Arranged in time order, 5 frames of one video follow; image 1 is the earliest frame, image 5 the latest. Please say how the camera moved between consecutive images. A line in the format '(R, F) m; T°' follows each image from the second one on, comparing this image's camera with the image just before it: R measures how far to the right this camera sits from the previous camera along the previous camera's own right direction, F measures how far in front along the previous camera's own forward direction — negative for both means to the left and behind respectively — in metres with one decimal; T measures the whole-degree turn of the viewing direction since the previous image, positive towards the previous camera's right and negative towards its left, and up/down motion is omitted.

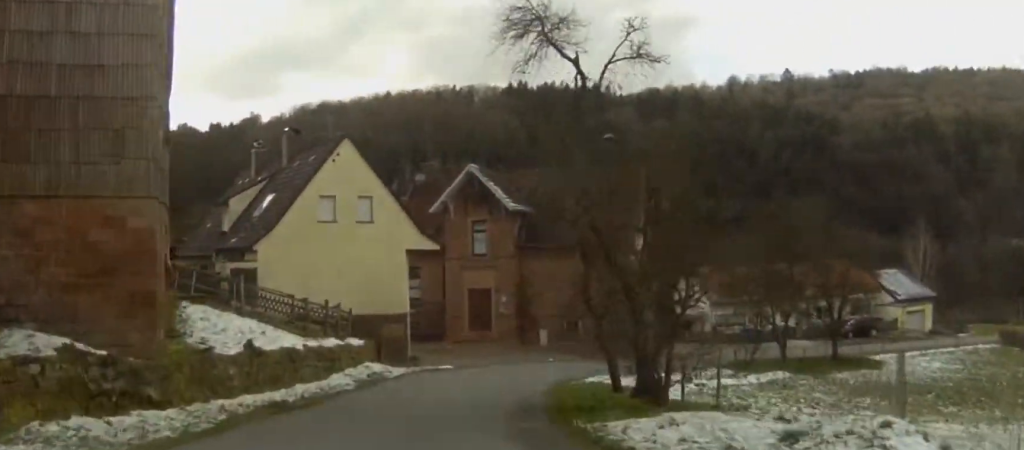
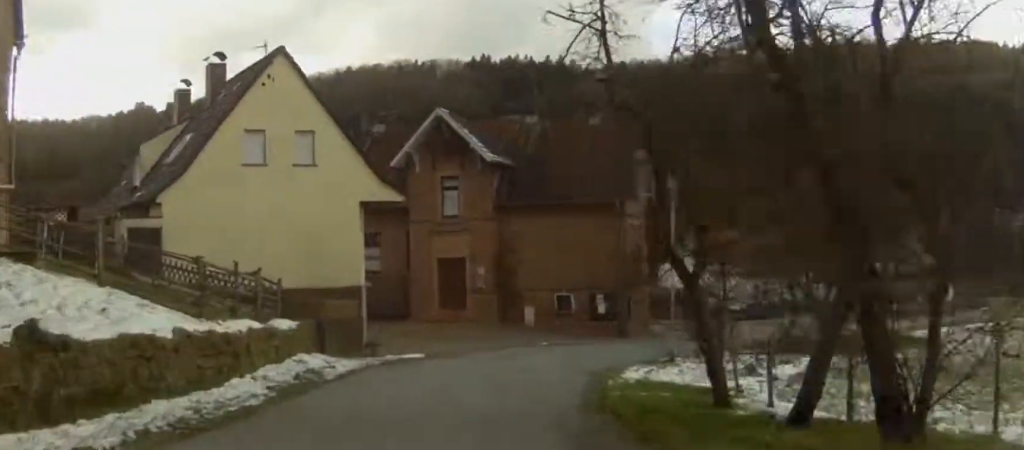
(+0.3, +9.1) m; +5°
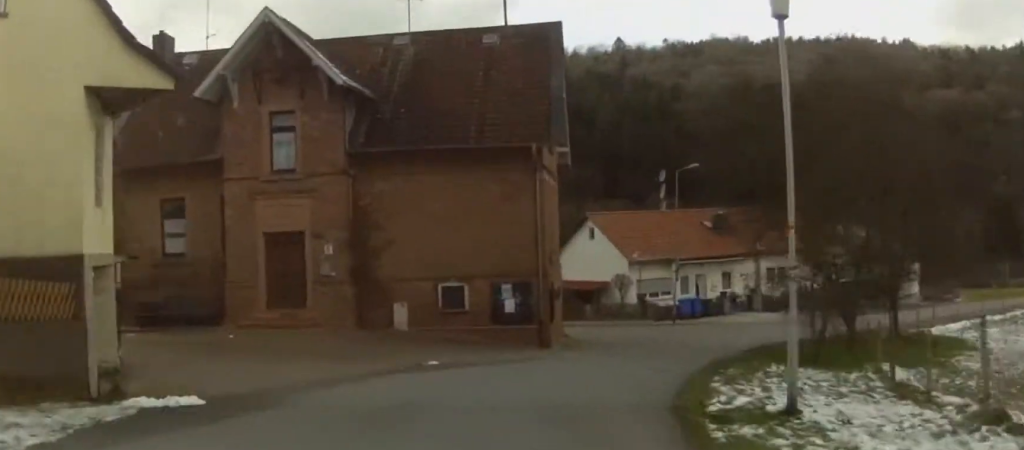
(+0.8, +13.9) m; +8°
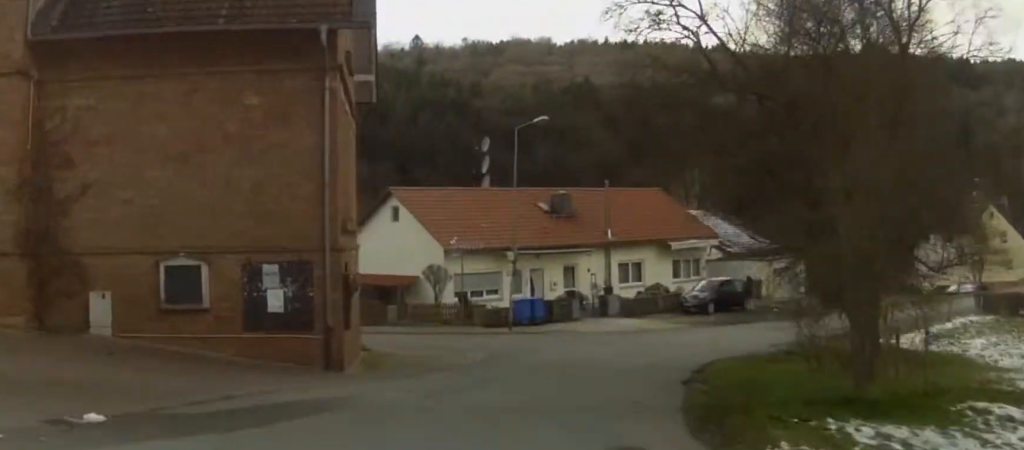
(+1.0, +12.1) m; +7°
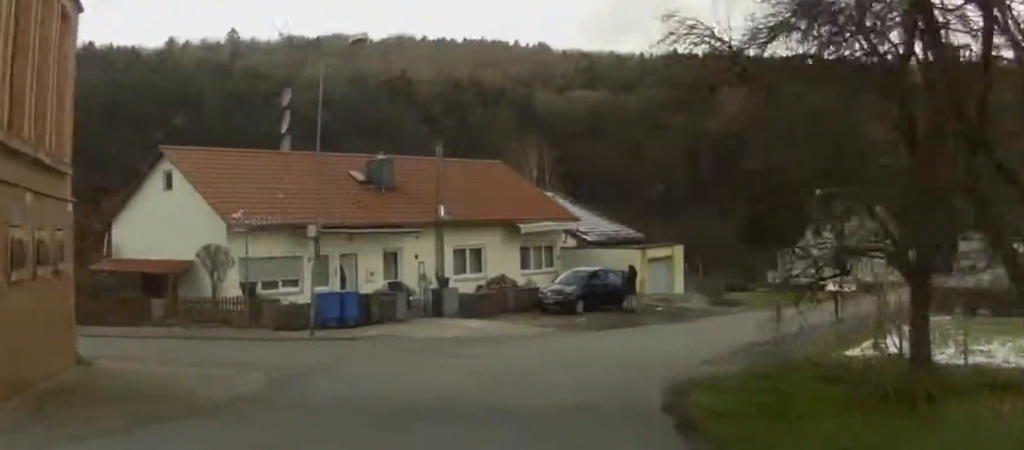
(+0.3, +10.2) m; +4°
